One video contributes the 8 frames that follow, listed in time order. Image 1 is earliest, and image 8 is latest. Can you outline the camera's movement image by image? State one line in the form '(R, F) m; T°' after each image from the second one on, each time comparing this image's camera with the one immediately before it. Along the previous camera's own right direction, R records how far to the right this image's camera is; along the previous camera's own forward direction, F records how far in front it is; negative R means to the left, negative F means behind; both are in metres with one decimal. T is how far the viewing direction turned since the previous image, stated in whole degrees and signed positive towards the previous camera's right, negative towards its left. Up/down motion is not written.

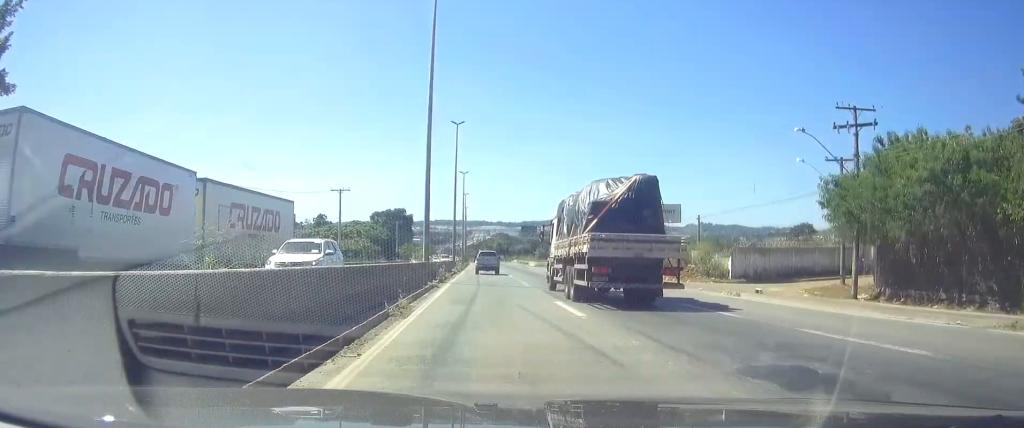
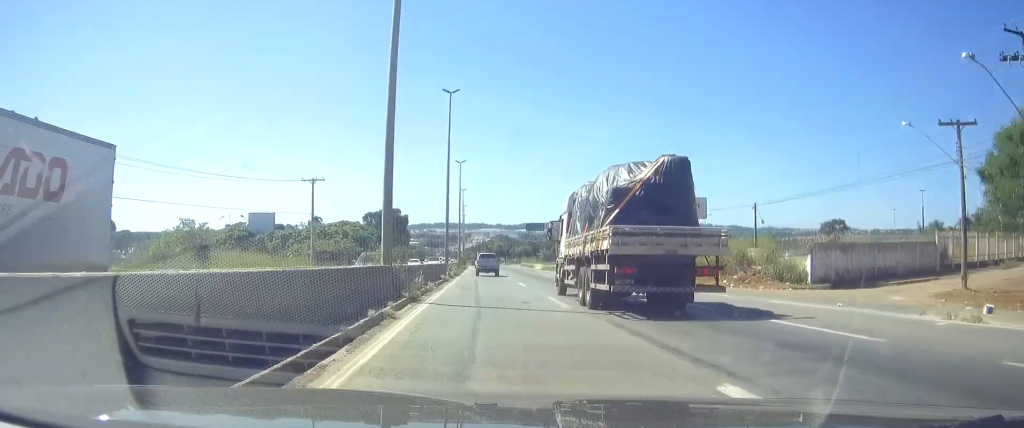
(+0.1, +13.2) m; 0°
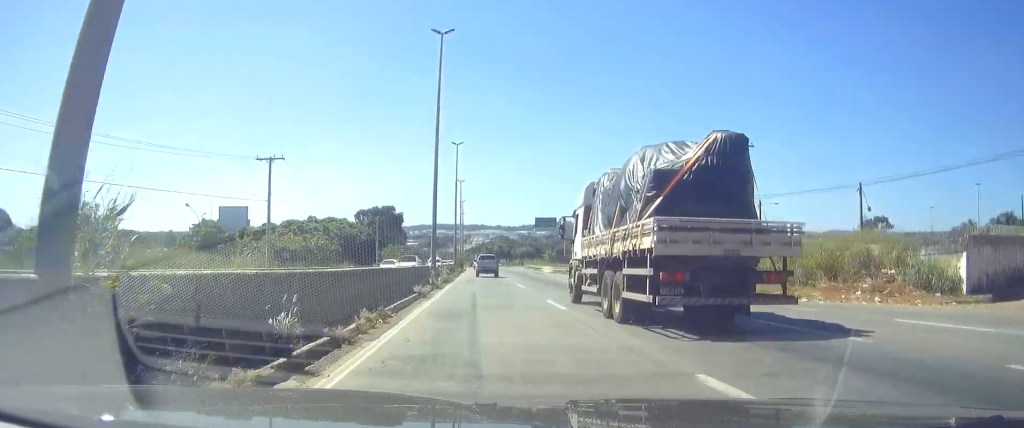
(-0.1, +14.9) m; 0°
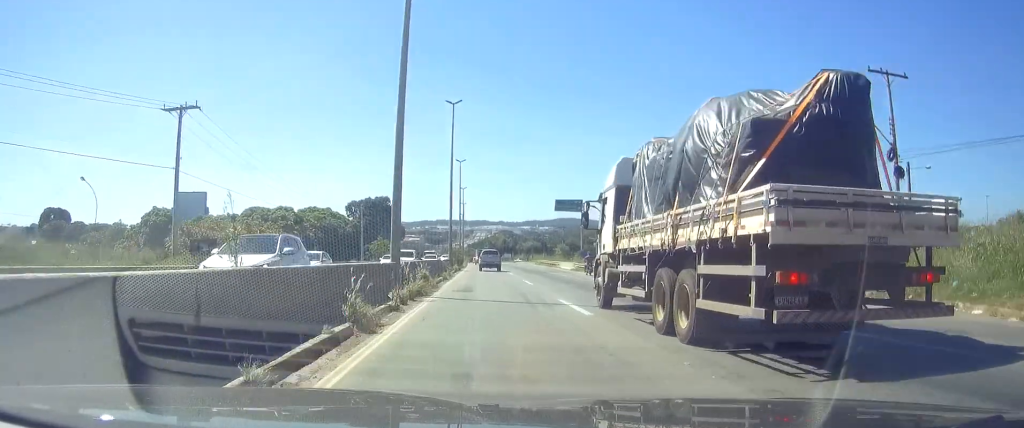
(+0.1, +18.6) m; 0°
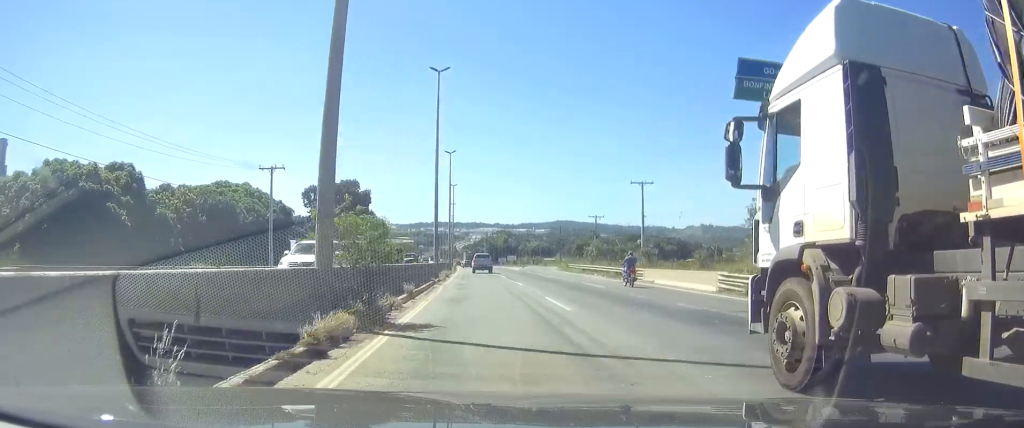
(0.0, +44.9) m; 0°
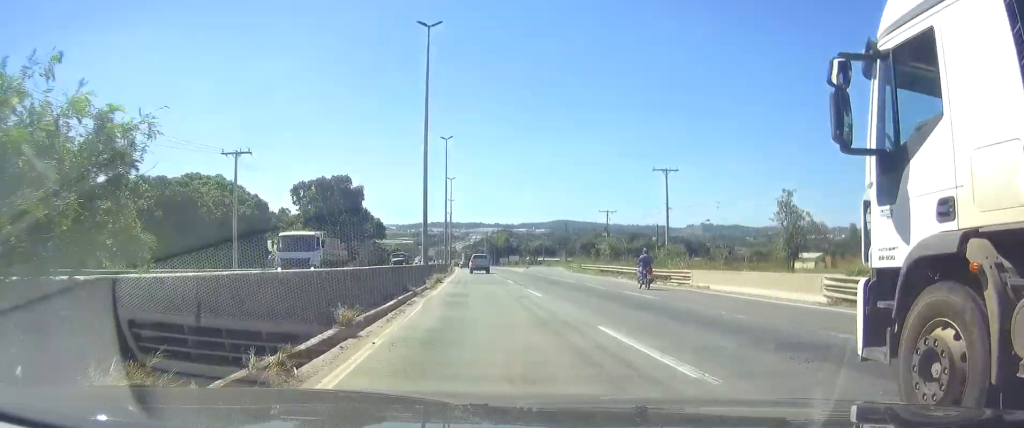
(0.0, +9.2) m; 0°
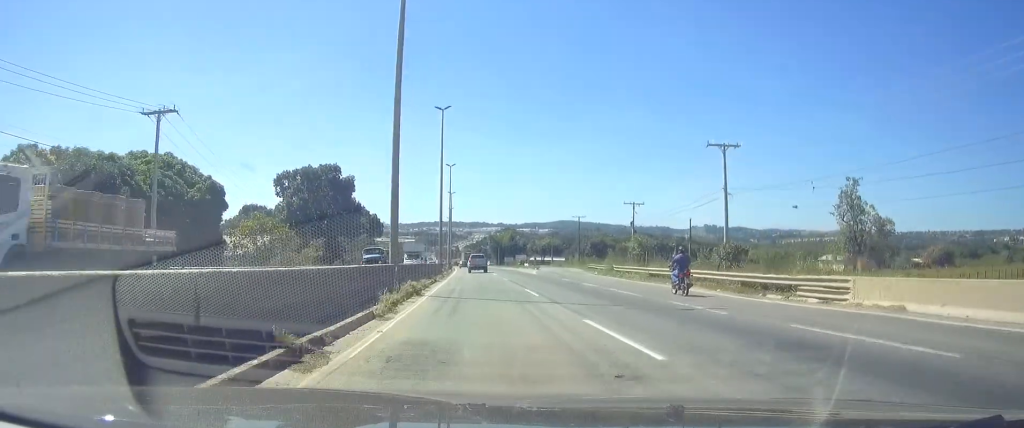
(0.0, +14.2) m; 0°
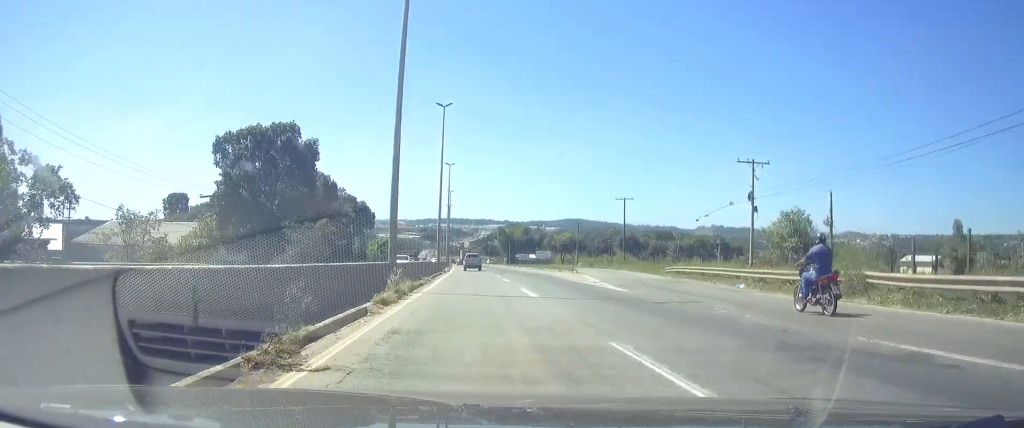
(-0.3, +34.4) m; 0°
